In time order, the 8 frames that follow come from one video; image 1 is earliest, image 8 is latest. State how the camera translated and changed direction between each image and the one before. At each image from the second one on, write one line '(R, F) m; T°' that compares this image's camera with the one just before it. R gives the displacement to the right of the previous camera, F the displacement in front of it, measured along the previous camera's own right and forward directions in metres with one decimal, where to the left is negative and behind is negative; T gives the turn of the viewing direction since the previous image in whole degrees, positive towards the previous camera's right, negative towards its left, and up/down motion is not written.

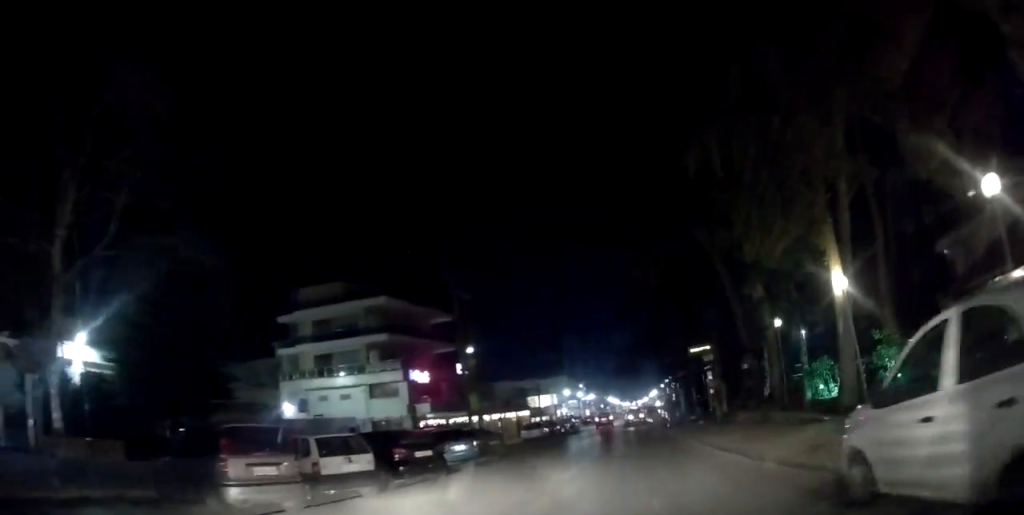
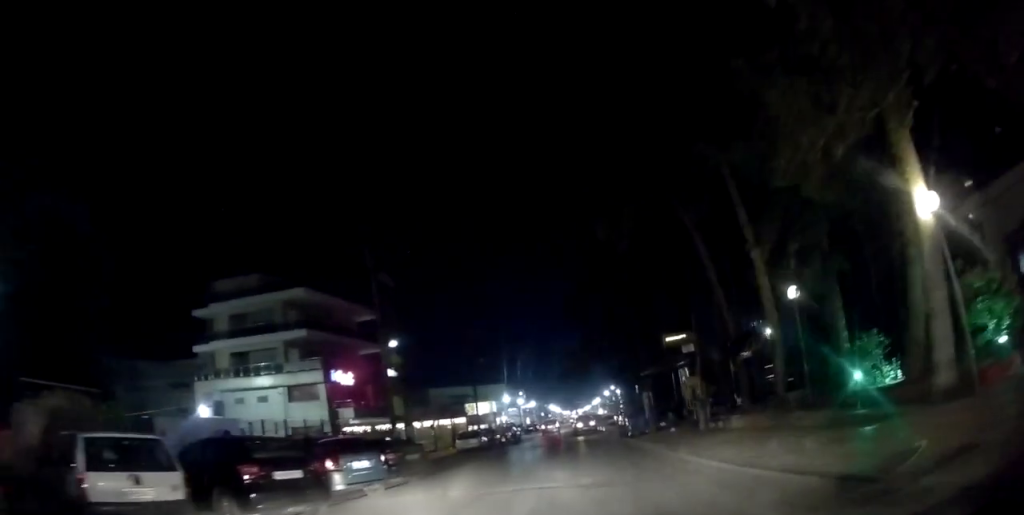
(0.0, +5.4) m; 0°
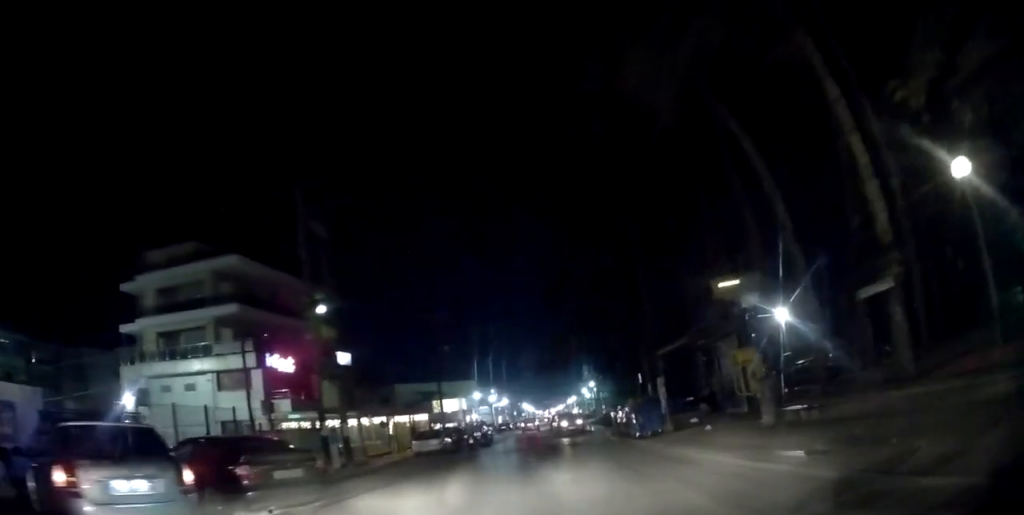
(-0.1, +7.5) m; -1°
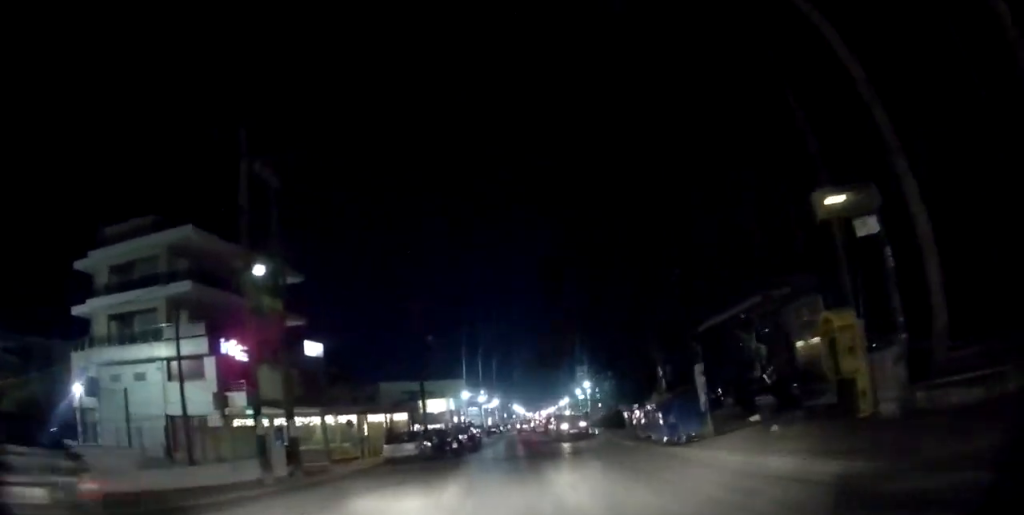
(0.0, +5.0) m; 0°
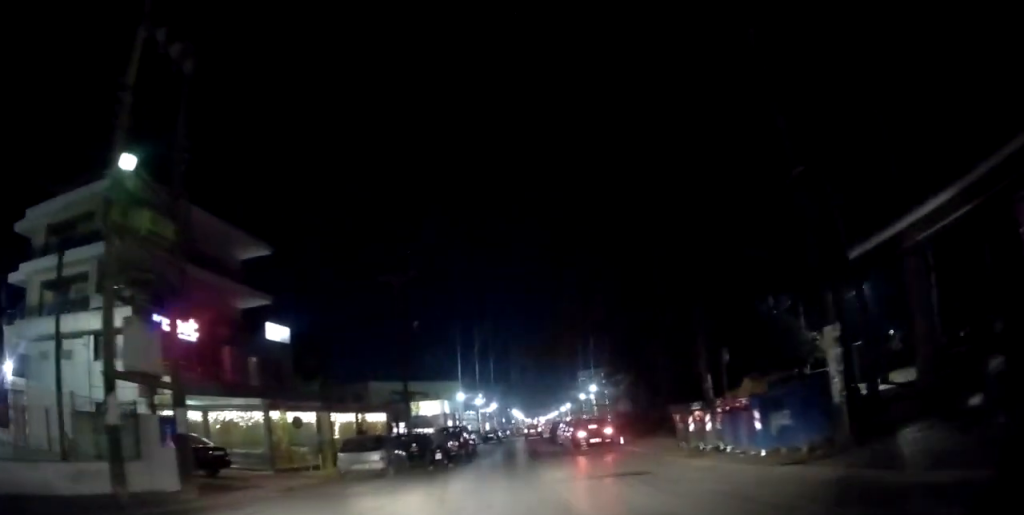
(0.0, +6.8) m; +1°
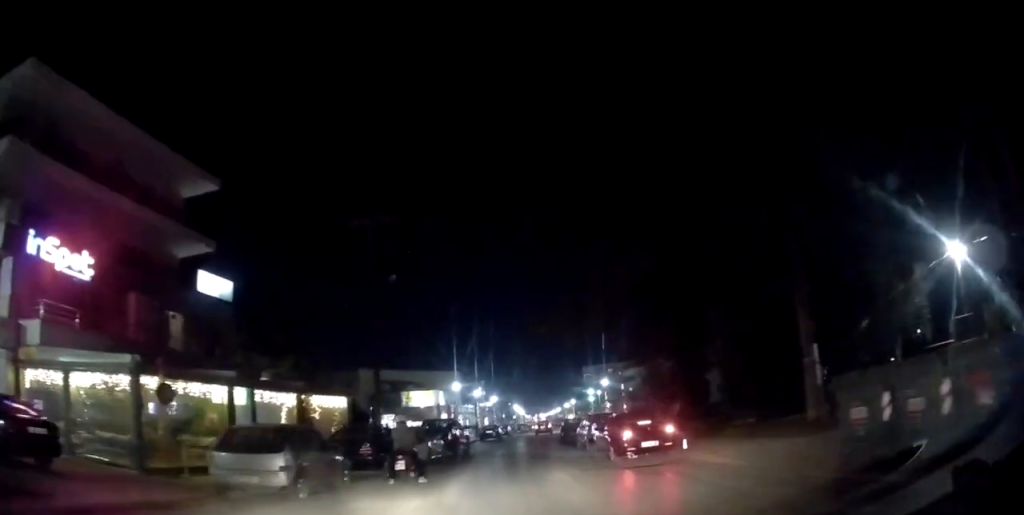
(+0.1, +8.6) m; 0°
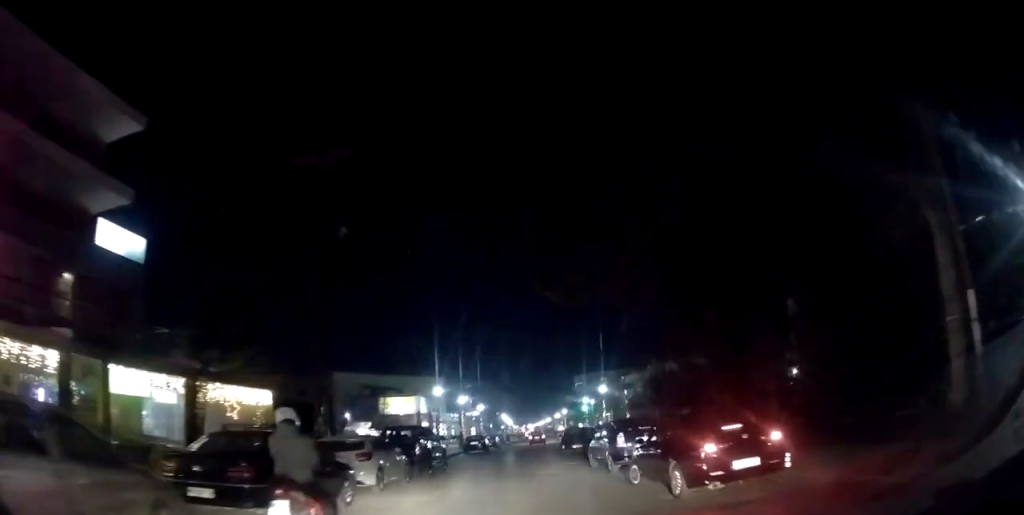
(-0.1, +6.6) m; +2°
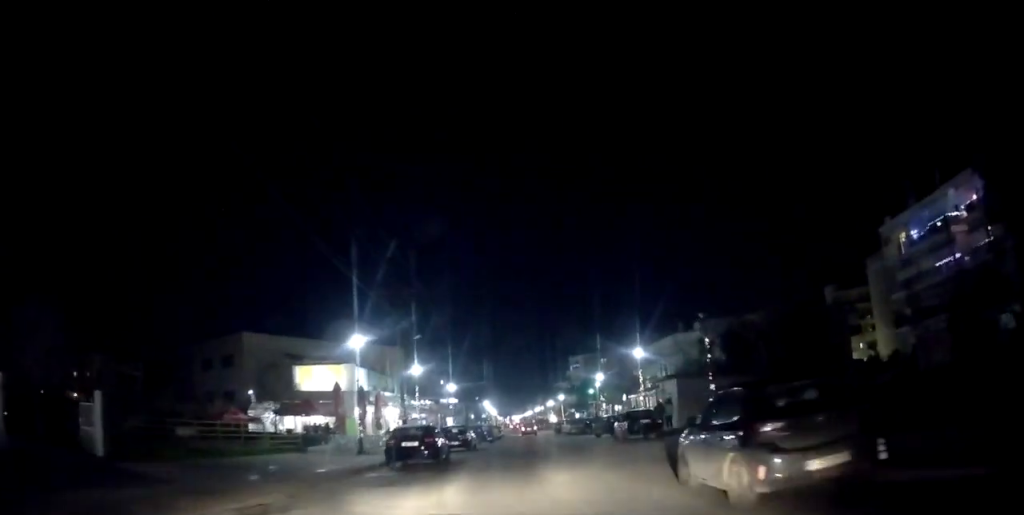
(+1.3, +24.4) m; +4°
